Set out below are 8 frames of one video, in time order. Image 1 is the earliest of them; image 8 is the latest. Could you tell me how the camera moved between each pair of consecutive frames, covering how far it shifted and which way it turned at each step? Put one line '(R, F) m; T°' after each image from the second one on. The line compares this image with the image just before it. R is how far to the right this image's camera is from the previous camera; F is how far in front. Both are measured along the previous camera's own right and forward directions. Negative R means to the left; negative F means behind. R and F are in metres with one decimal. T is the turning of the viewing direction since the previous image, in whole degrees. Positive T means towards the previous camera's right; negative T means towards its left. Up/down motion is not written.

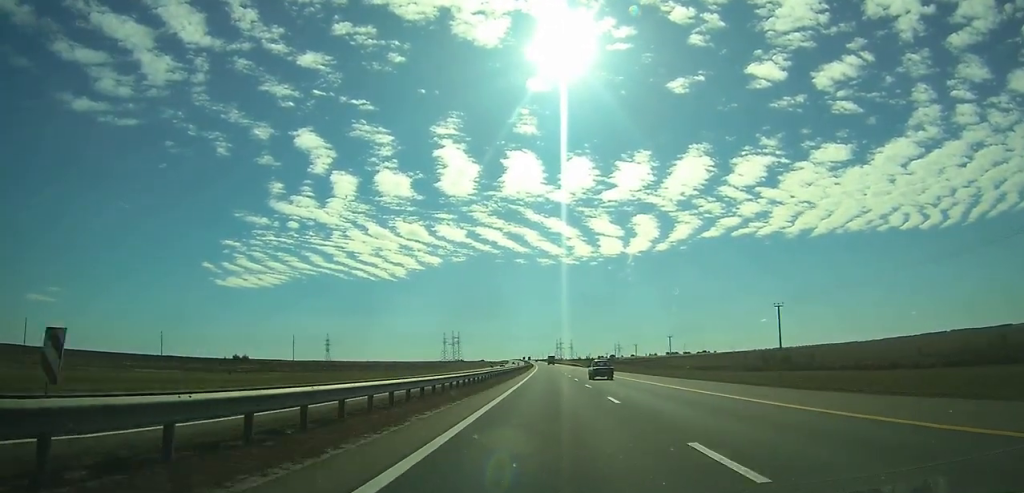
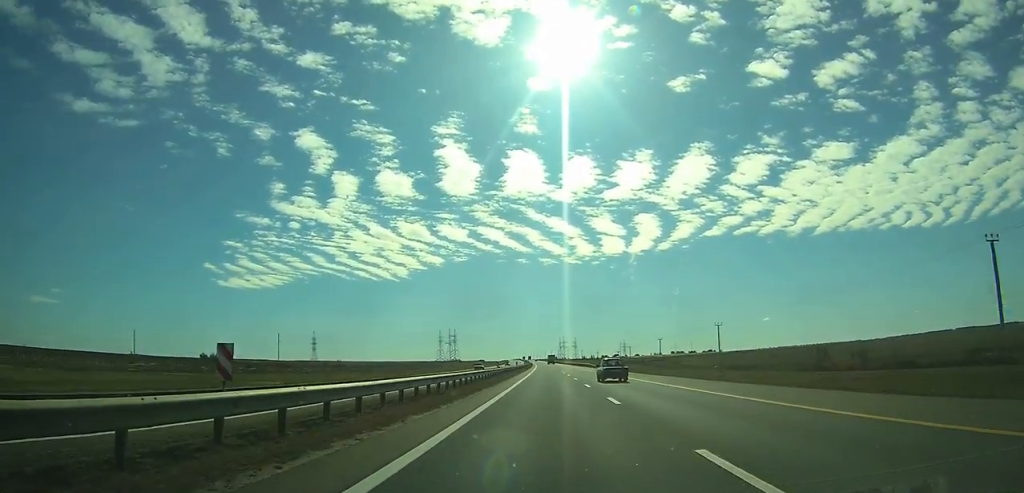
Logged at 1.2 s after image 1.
(0.0, +36.6) m; 0°
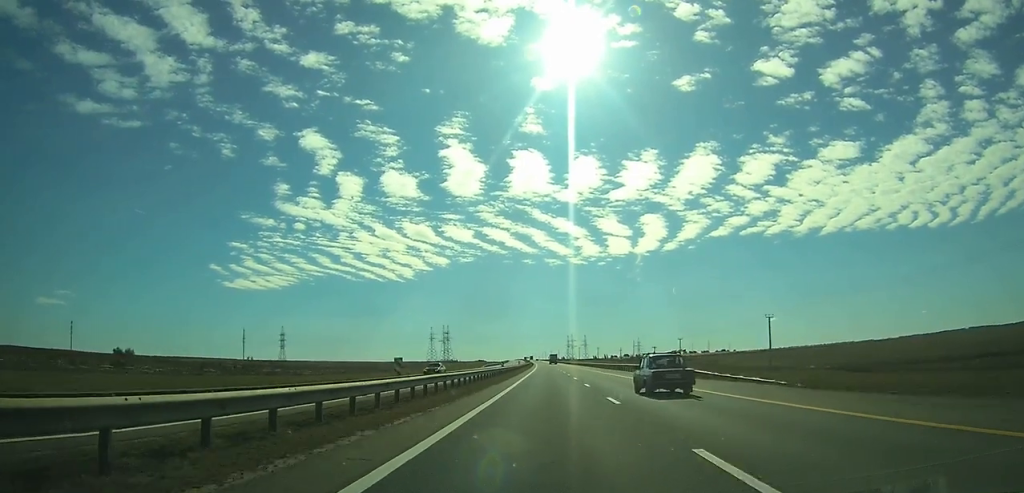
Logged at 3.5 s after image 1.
(-0.3, +71.4) m; -1°
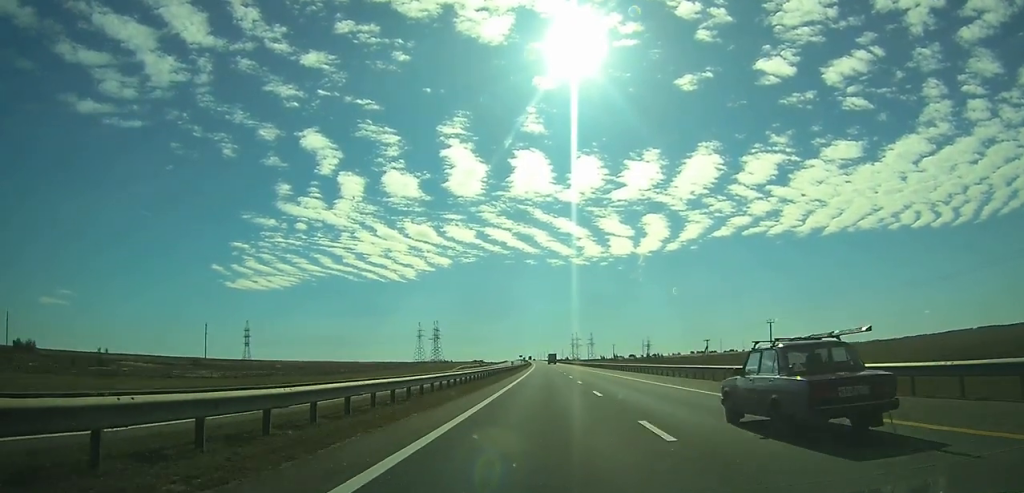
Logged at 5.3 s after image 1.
(-0.3, +55.4) m; 0°
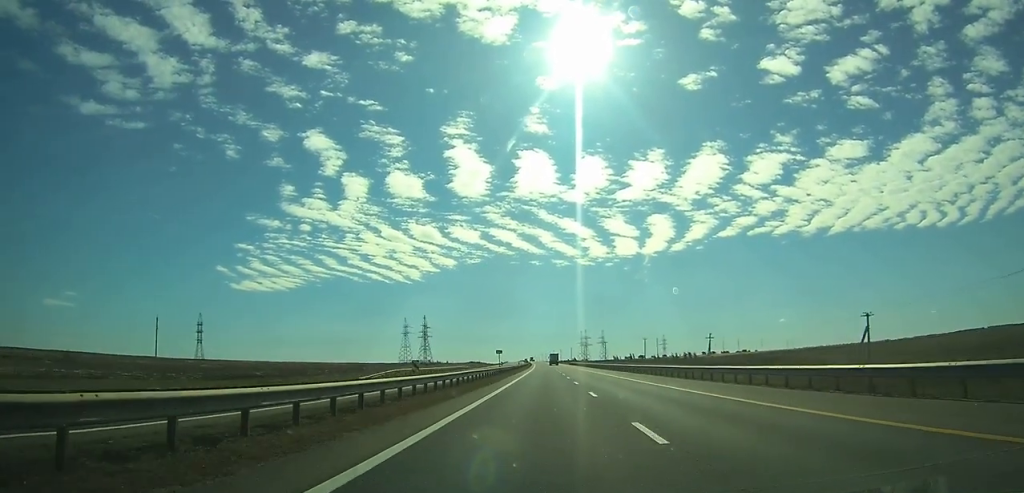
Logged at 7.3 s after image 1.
(-0.1, +59.7) m; 0°
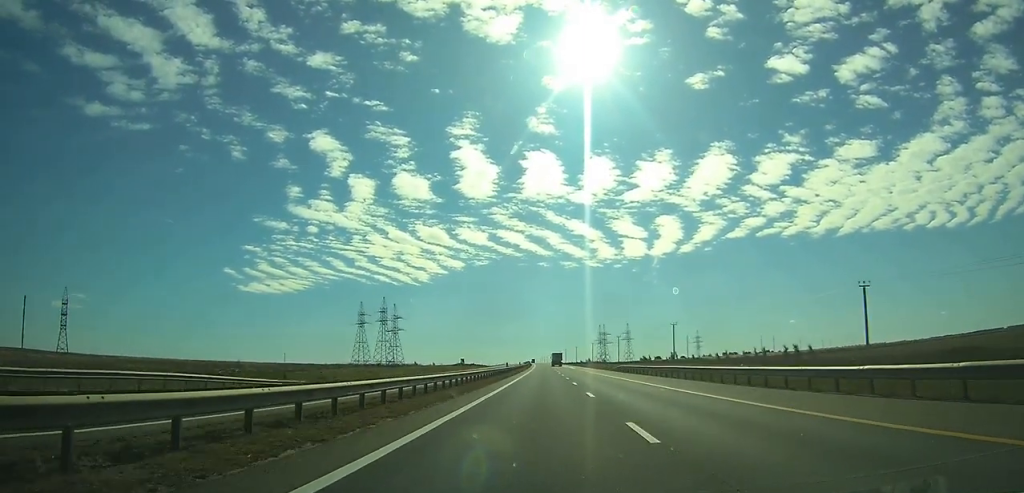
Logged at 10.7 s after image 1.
(-0.7, +107.4) m; -1°
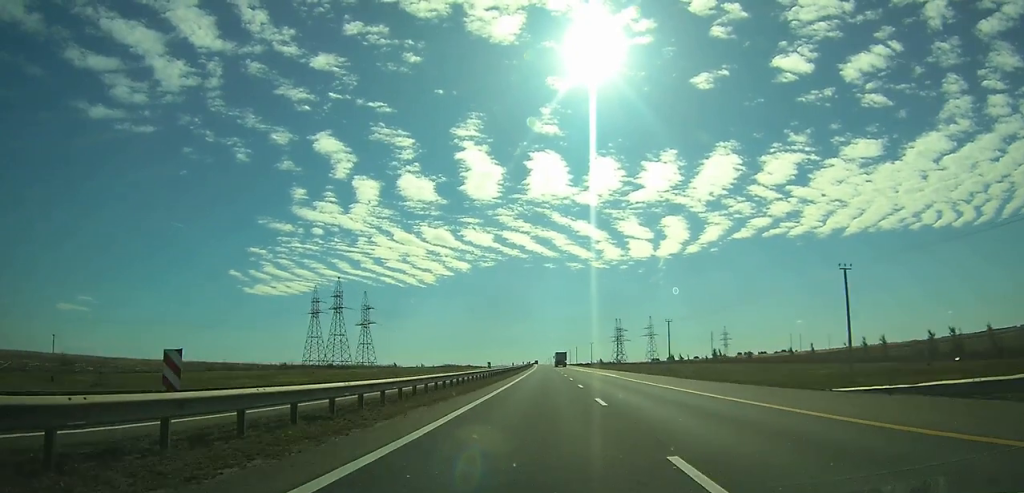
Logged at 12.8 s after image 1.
(-0.4, +64.1) m; -1°
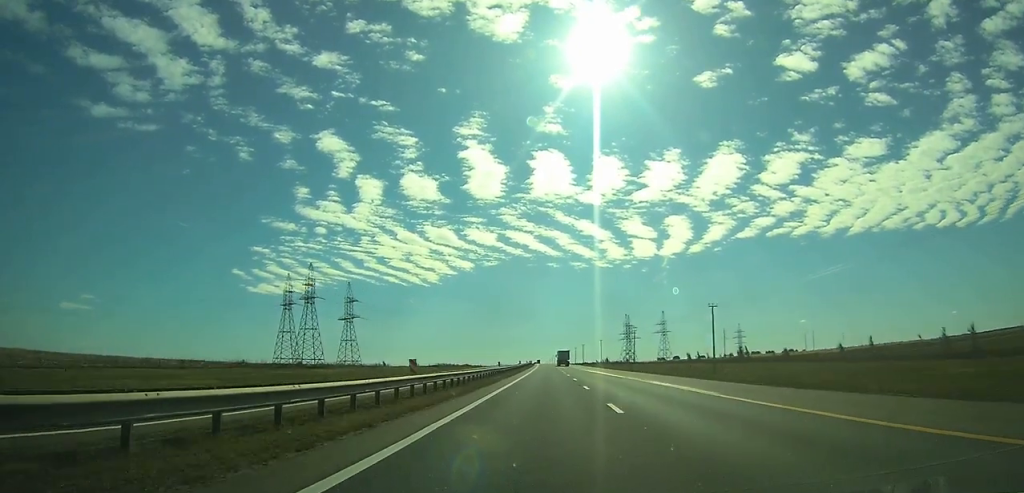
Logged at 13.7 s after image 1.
(-0.1, +26.8) m; 0°
